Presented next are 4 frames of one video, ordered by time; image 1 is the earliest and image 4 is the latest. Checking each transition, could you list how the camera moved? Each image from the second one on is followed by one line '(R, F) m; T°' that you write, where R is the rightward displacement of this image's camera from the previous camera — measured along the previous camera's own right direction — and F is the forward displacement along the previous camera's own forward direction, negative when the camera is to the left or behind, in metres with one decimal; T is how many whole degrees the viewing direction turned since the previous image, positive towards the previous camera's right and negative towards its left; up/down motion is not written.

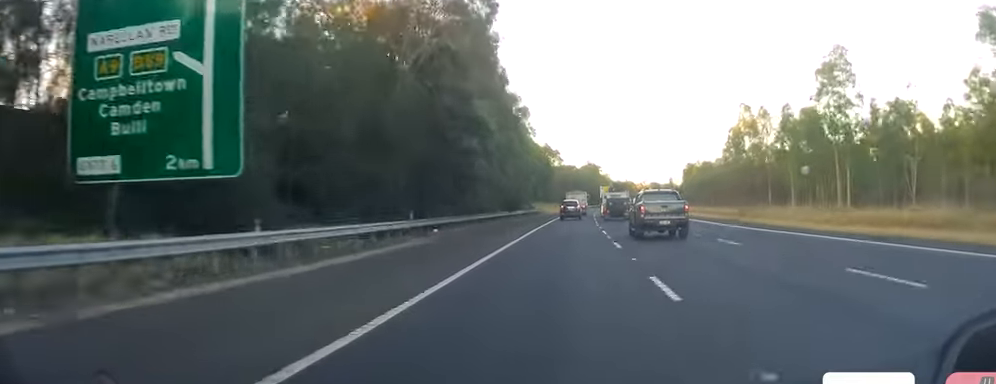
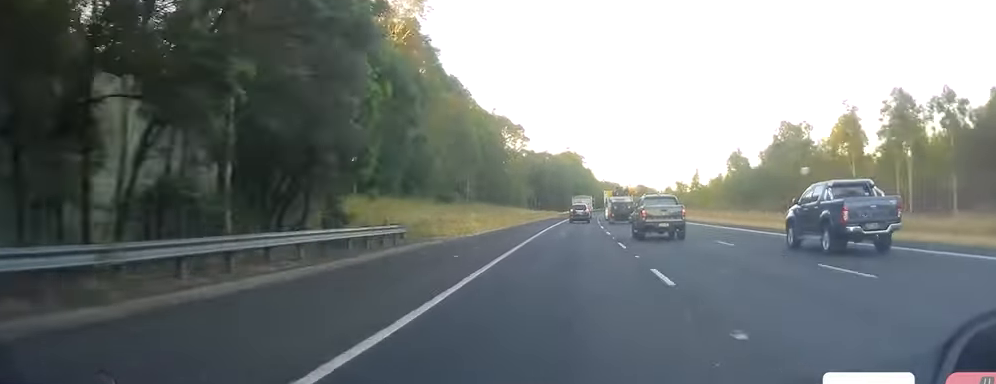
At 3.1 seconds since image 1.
(+3.1, +82.4) m; +2°
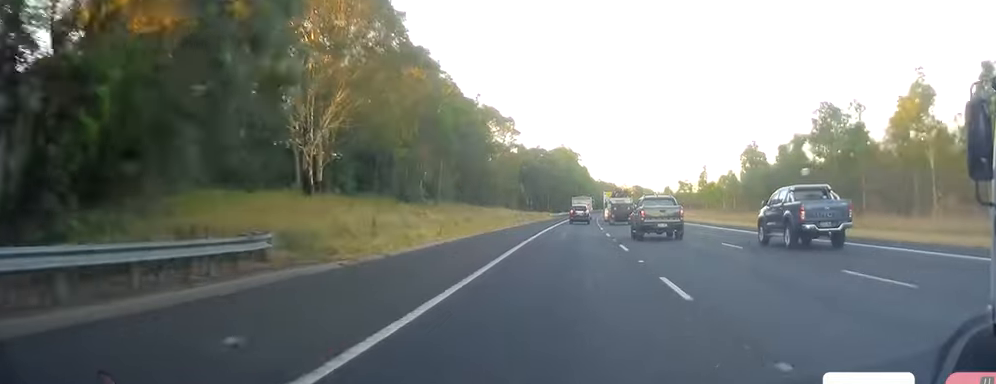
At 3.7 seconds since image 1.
(-0.3, +13.5) m; +1°
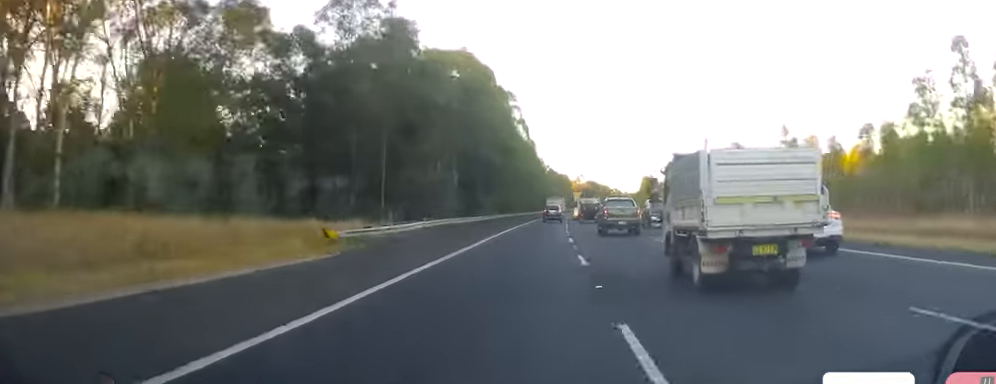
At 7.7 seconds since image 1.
(+2.9, +101.1) m; +3°
